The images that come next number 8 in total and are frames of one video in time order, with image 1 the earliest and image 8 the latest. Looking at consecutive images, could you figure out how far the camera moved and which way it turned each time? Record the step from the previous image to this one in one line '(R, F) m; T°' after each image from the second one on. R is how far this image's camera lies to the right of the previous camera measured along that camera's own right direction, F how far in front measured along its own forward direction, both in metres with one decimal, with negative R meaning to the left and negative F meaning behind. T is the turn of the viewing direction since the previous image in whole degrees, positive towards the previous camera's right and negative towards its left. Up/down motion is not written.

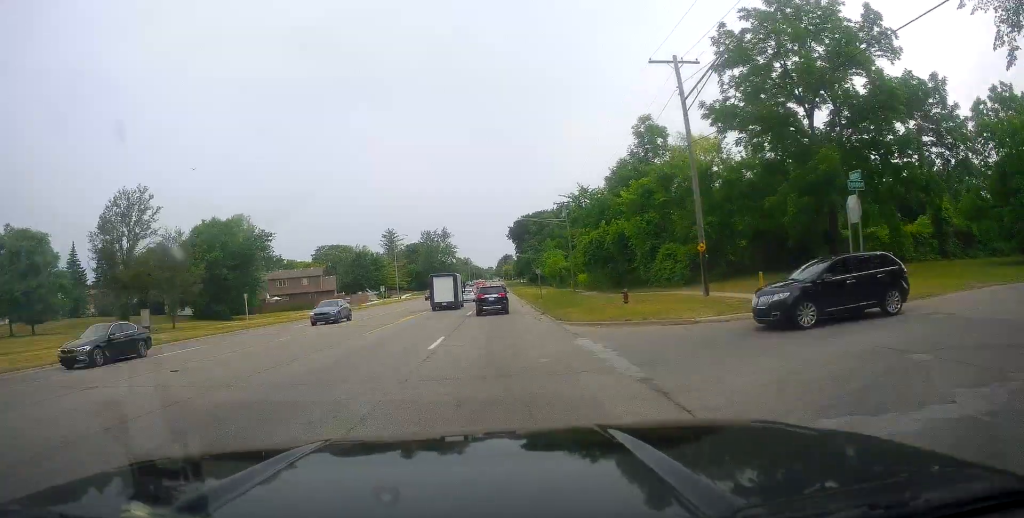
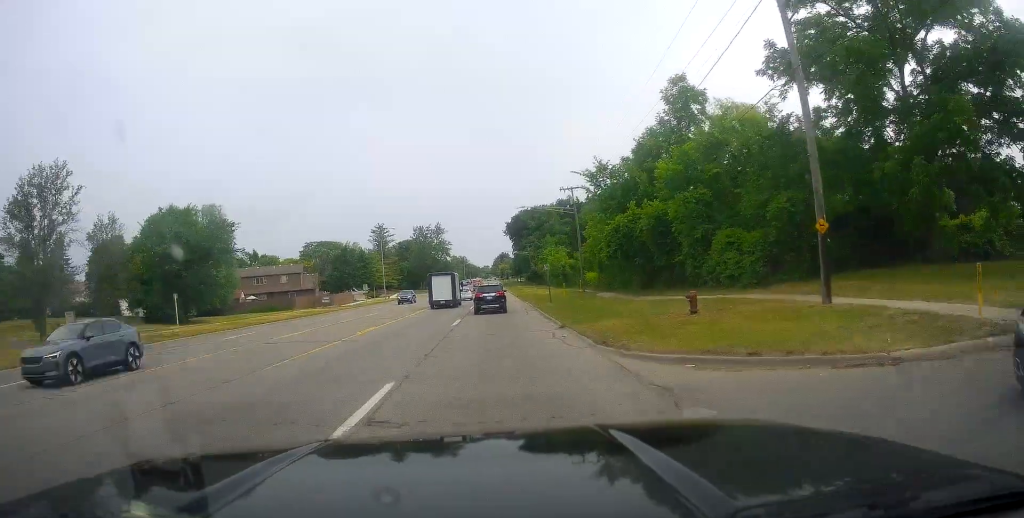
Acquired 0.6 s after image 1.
(-0.2, +9.7) m; +1°
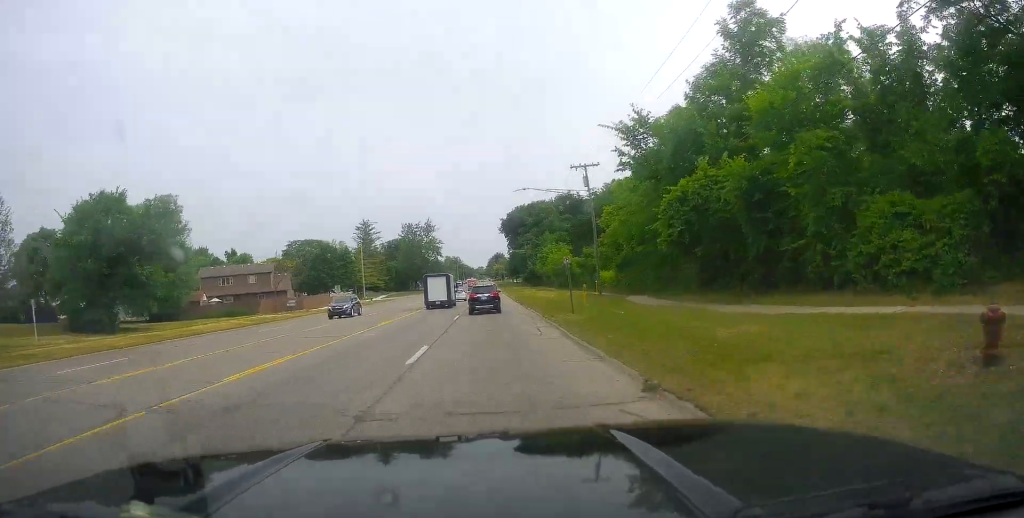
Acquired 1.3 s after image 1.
(+0.6, +12.0) m; +1°
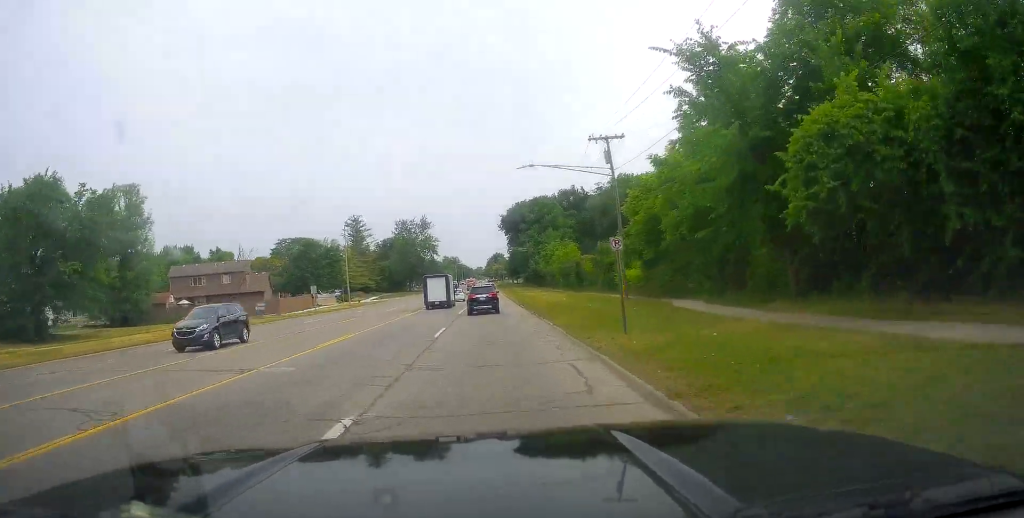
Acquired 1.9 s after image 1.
(0.0, +9.3) m; 0°
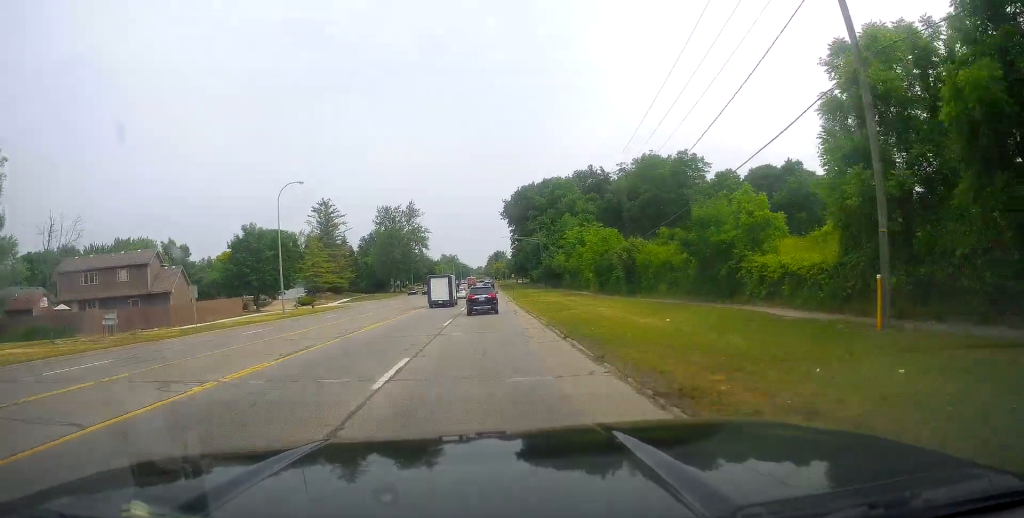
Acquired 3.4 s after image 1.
(+0.1, +25.9) m; +1°
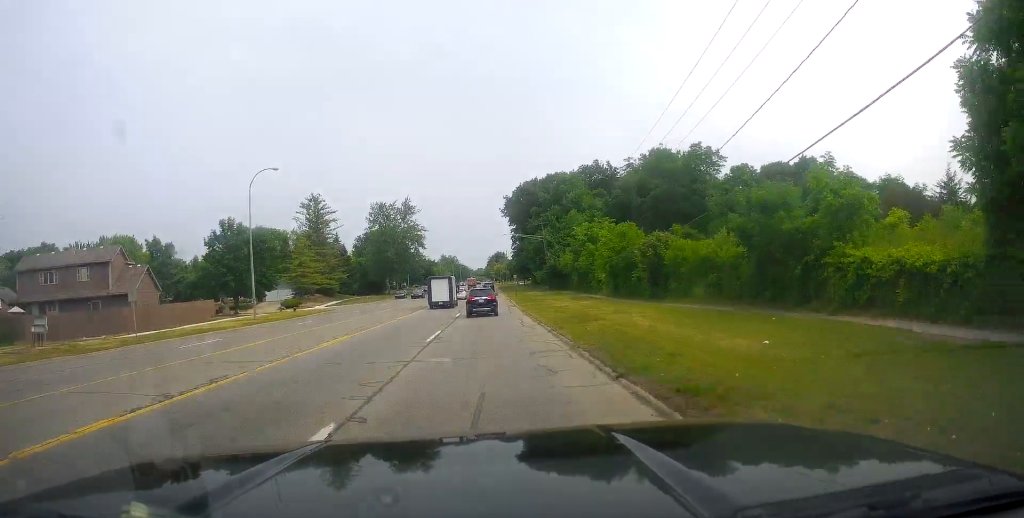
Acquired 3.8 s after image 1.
(0.0, +7.0) m; -1°
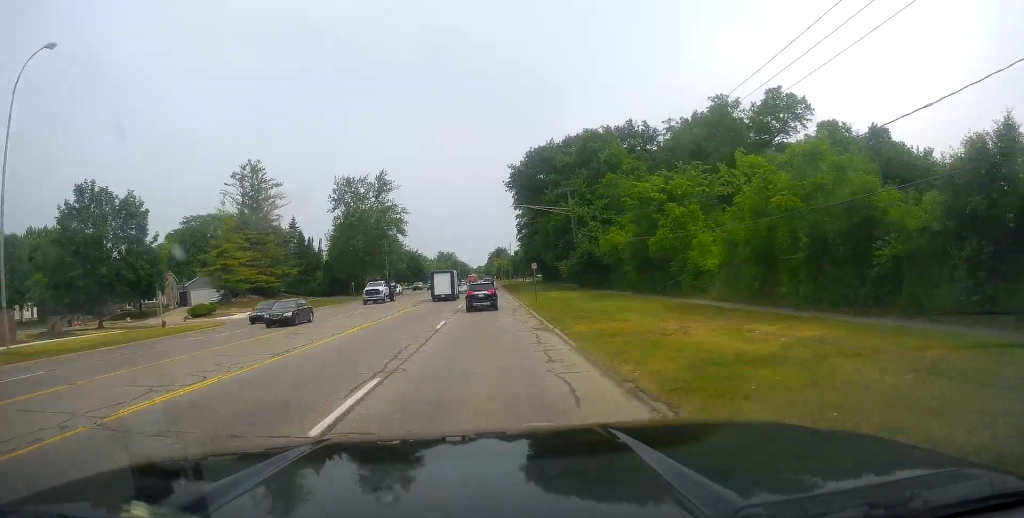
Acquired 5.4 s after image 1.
(-1.1, +28.7) m; -2°
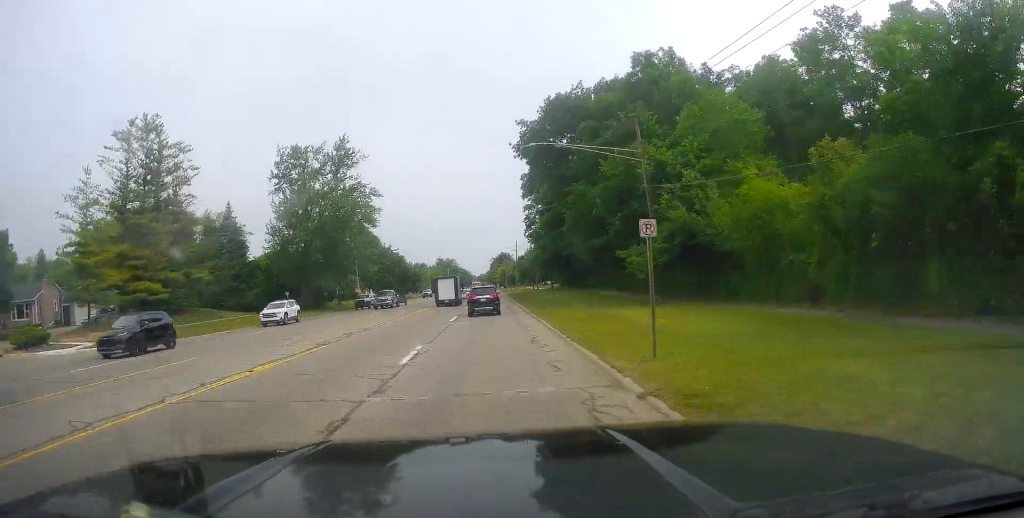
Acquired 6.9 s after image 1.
(+0.5, +26.7) m; 0°
